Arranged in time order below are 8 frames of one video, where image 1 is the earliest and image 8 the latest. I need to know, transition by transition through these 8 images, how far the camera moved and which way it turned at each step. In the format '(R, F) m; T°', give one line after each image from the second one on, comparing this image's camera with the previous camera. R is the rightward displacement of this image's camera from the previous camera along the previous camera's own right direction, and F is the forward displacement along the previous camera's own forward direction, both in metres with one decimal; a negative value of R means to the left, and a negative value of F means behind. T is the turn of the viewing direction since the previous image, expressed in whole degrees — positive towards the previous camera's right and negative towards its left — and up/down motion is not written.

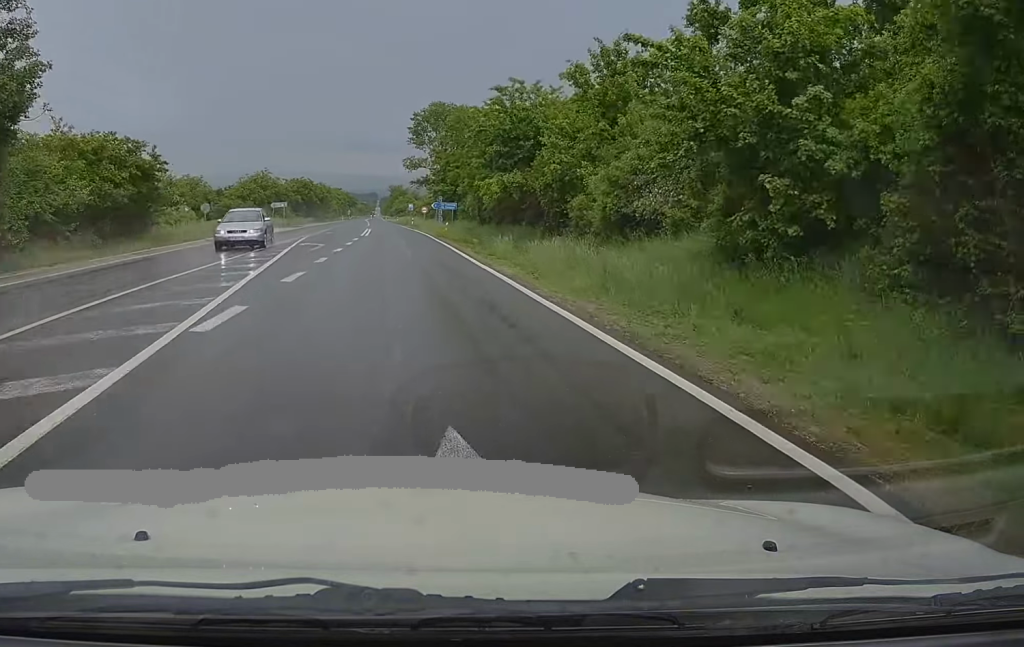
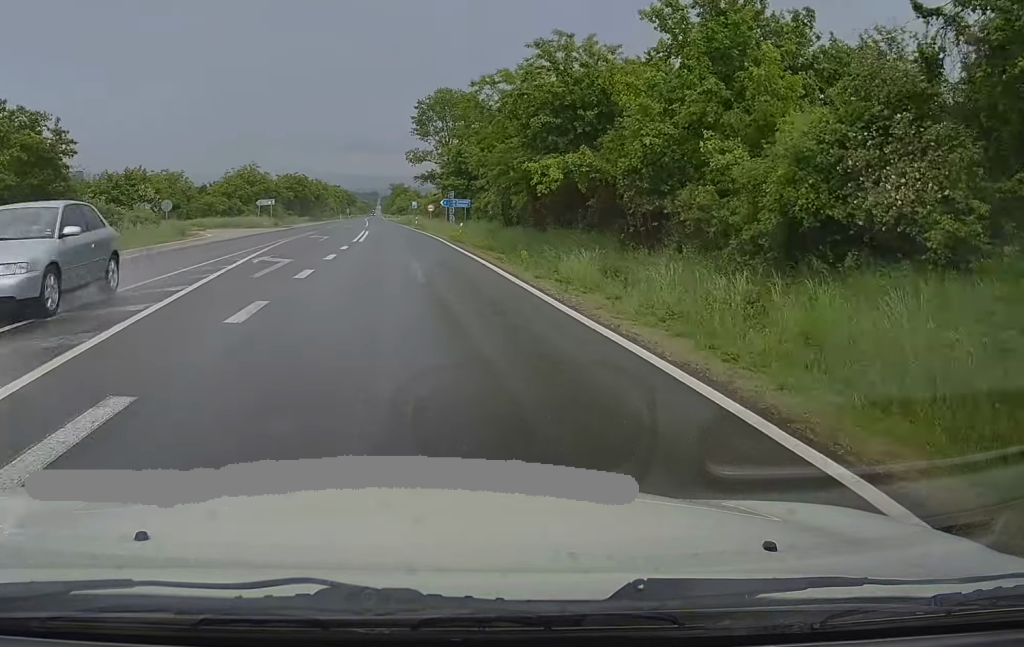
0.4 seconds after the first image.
(0.0, +11.3) m; 0°
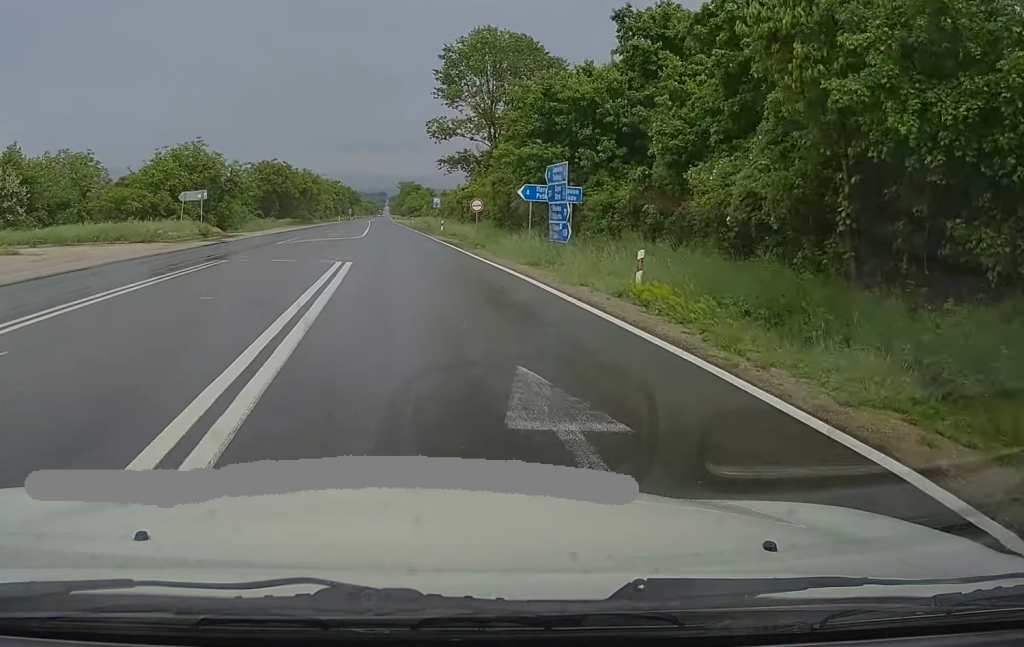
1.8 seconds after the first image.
(0.0, +34.7) m; 0°
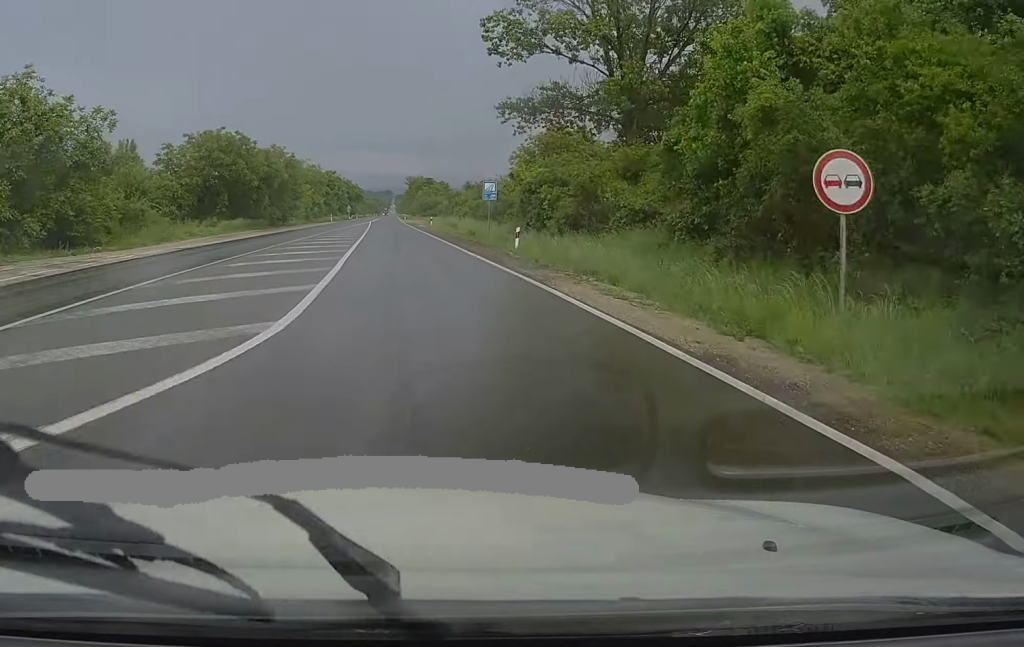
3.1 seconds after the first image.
(-0.5, +35.5) m; -1°
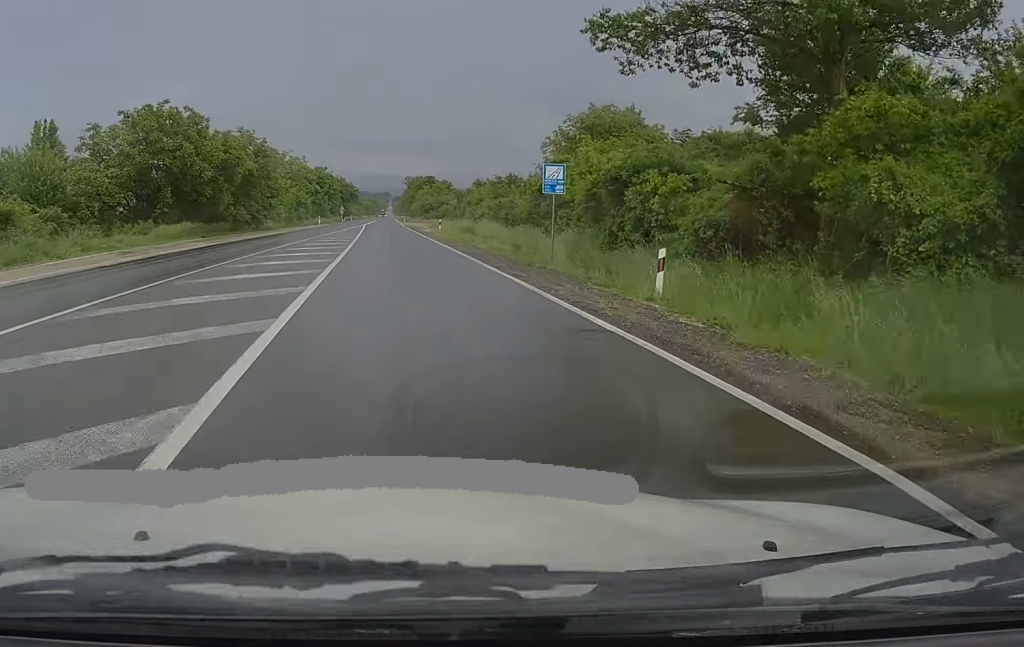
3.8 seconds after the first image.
(+0.1, +16.4) m; 0°
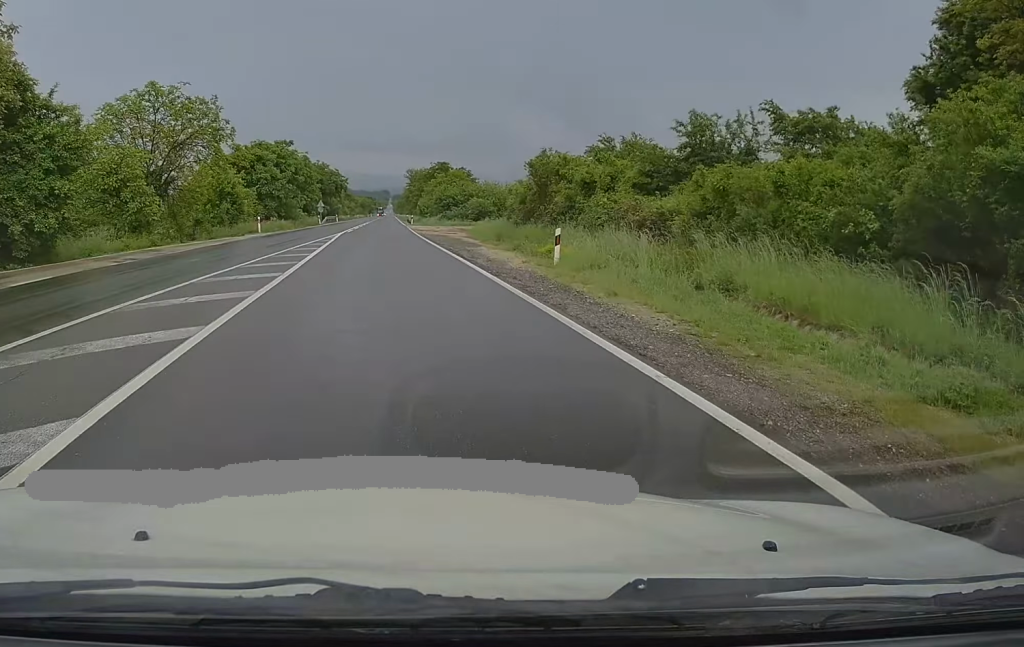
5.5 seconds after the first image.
(+0.6, +45.0) m; +1°
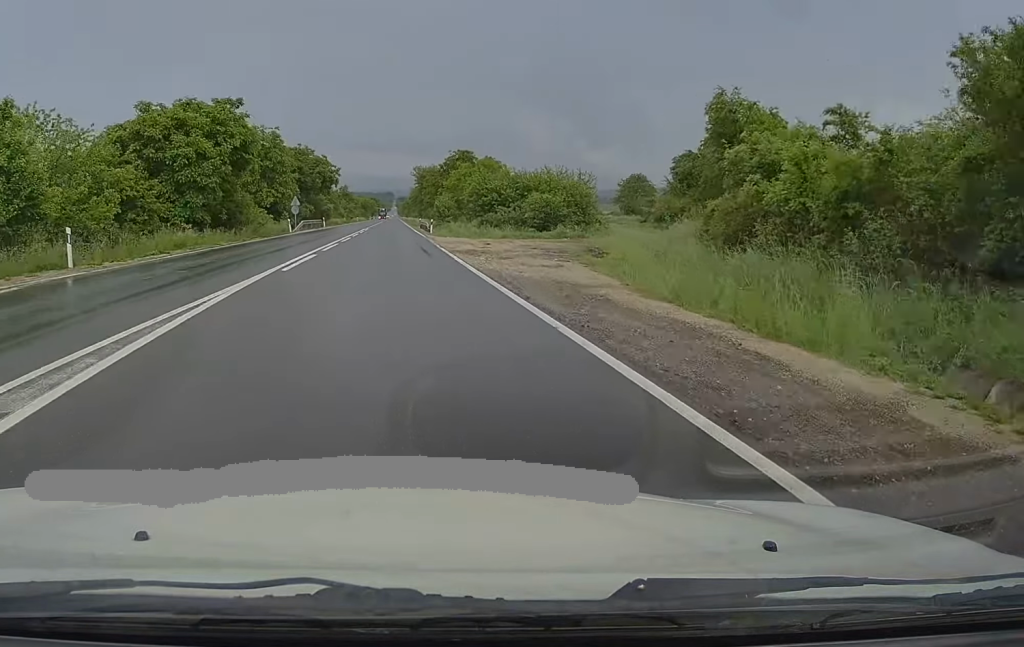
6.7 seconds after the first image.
(-0.1, +32.2) m; 0°
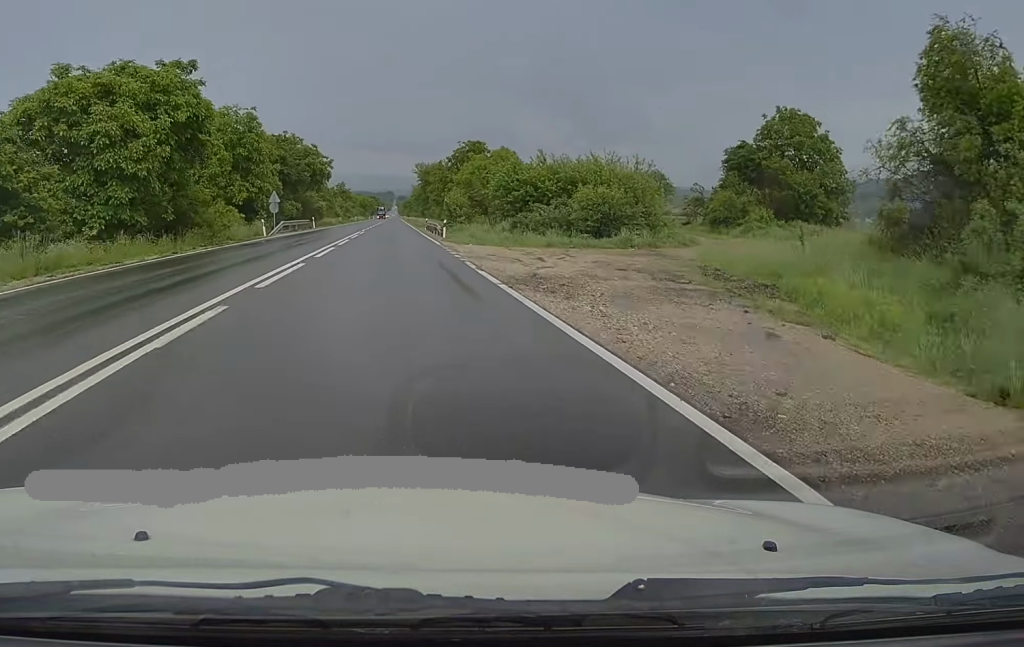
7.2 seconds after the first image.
(+0.1, +13.1) m; 0°
